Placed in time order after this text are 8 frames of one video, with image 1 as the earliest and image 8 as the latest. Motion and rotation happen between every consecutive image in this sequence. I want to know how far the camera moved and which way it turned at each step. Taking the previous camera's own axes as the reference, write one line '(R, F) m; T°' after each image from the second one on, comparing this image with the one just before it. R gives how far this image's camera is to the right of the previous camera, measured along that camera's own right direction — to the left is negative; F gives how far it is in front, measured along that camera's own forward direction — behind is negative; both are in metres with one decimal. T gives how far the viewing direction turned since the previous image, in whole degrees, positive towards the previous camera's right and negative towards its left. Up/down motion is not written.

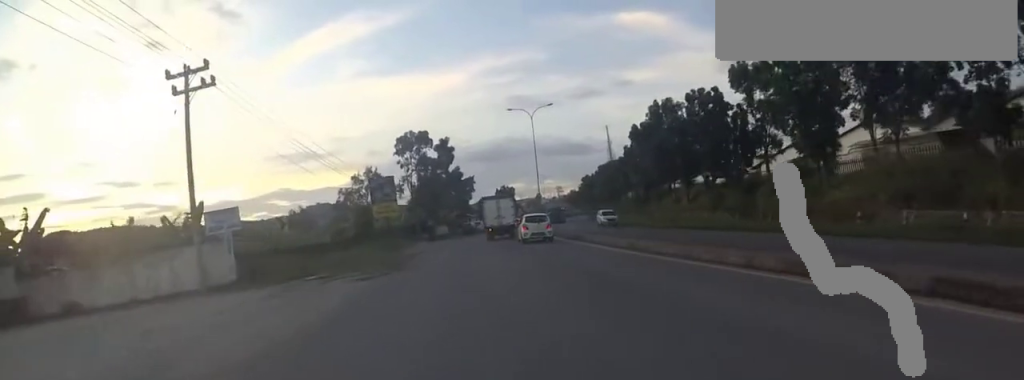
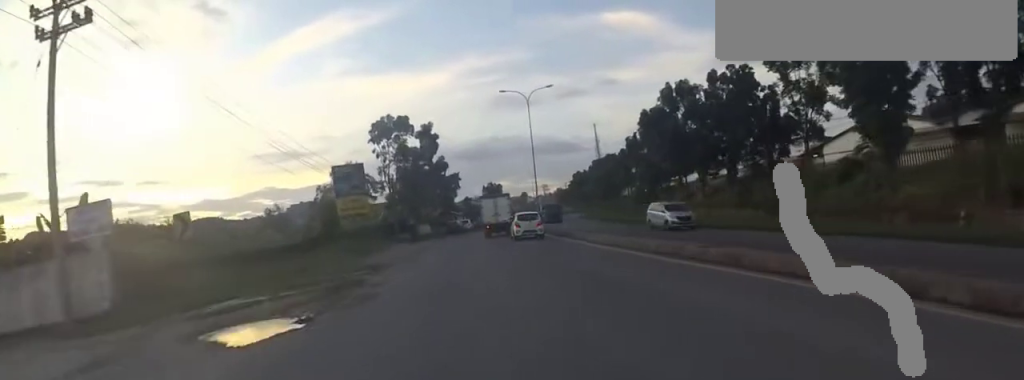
(-0.6, +6.9) m; +5°
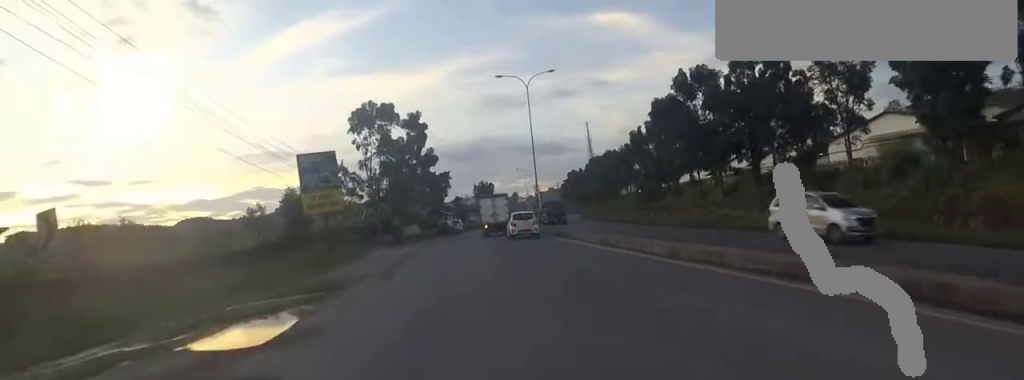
(+1.2, +4.8) m; +6°
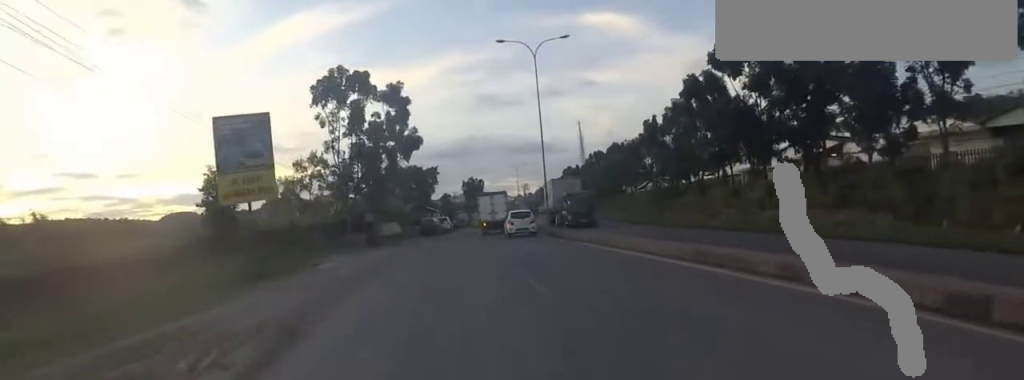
(+0.4, +7.9) m; -1°
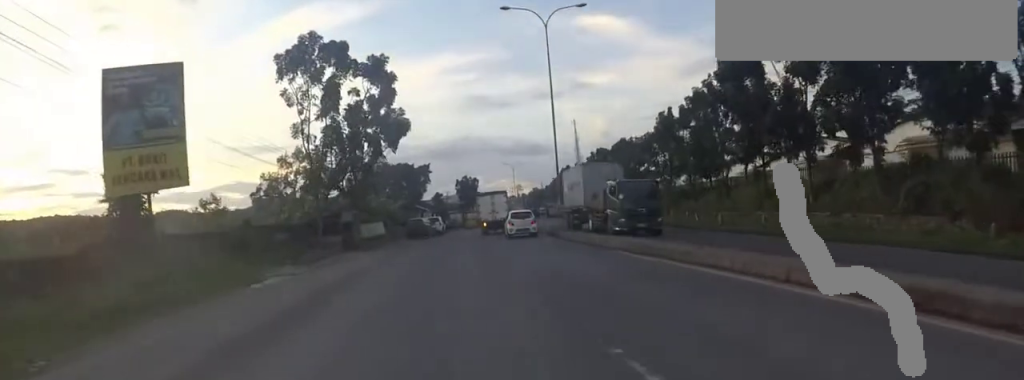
(-0.1, +5.6) m; -5°
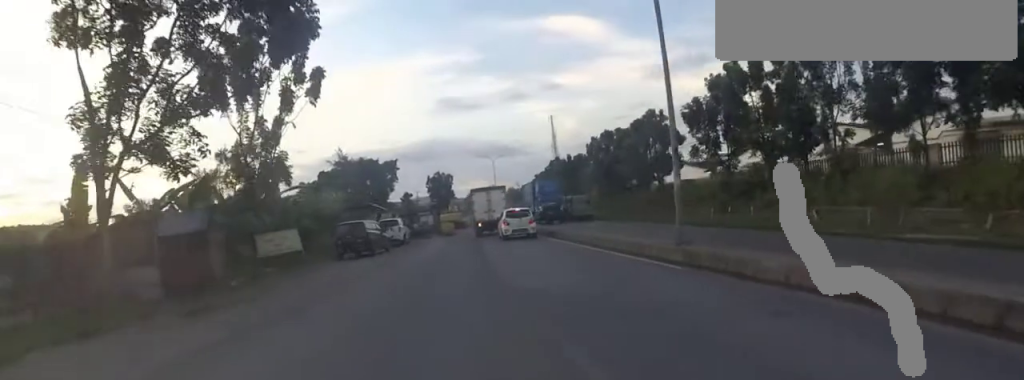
(+1.0, +16.3) m; +12°
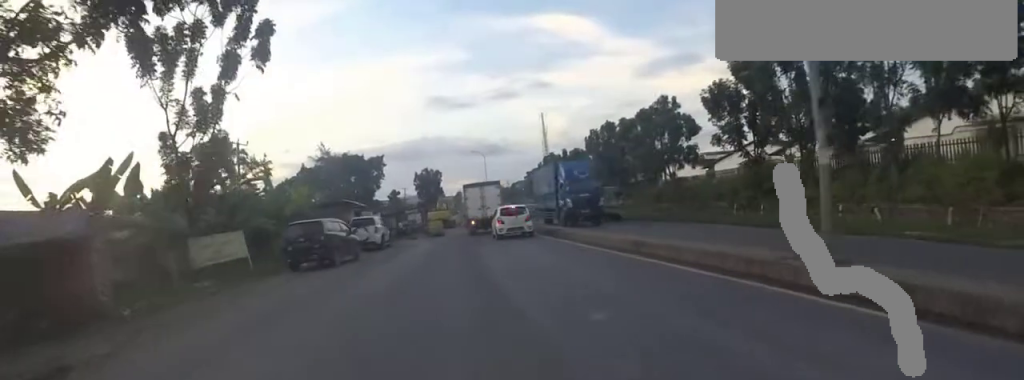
(+0.1, +5.0) m; +1°
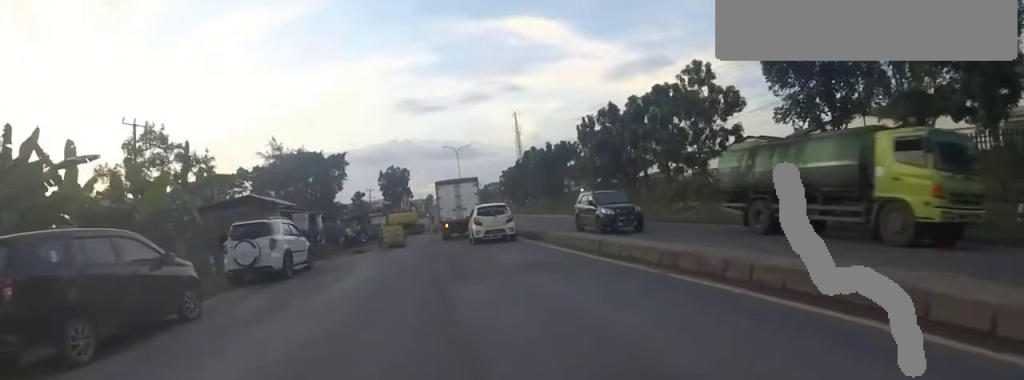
(-0.3, +11.5) m; -2°
